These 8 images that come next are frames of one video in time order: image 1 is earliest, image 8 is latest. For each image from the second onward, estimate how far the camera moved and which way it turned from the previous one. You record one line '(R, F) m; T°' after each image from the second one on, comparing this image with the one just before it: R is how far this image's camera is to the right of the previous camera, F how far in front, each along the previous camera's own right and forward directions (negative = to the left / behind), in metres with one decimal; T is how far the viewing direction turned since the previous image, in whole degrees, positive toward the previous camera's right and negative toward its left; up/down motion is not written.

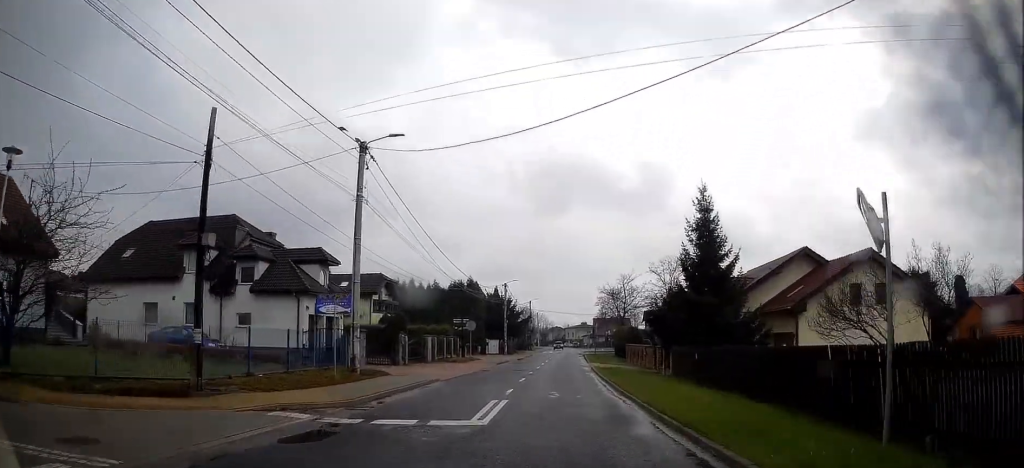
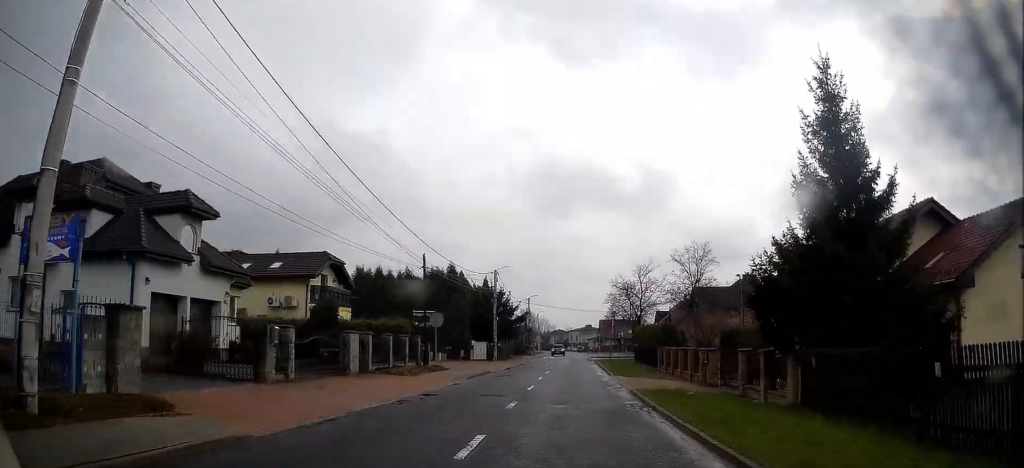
(+0.1, +15.2) m; 0°
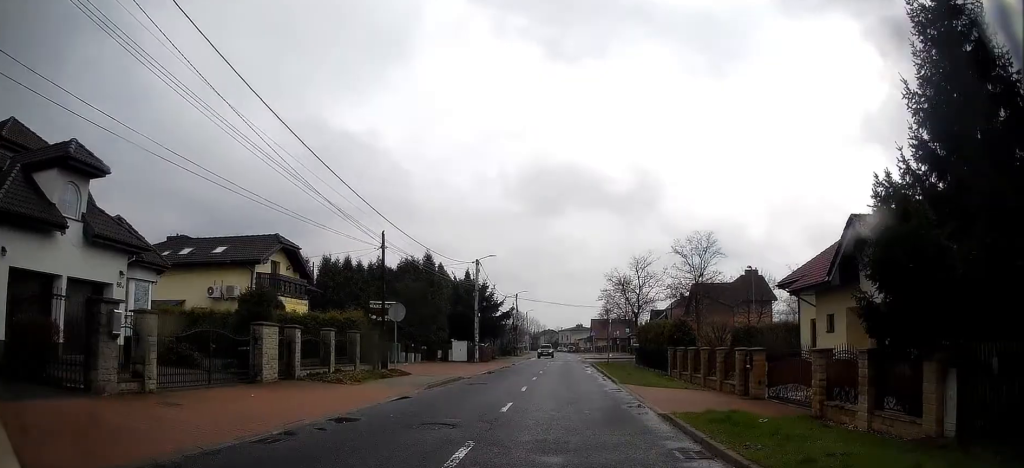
(-0.1, +6.7) m; 0°
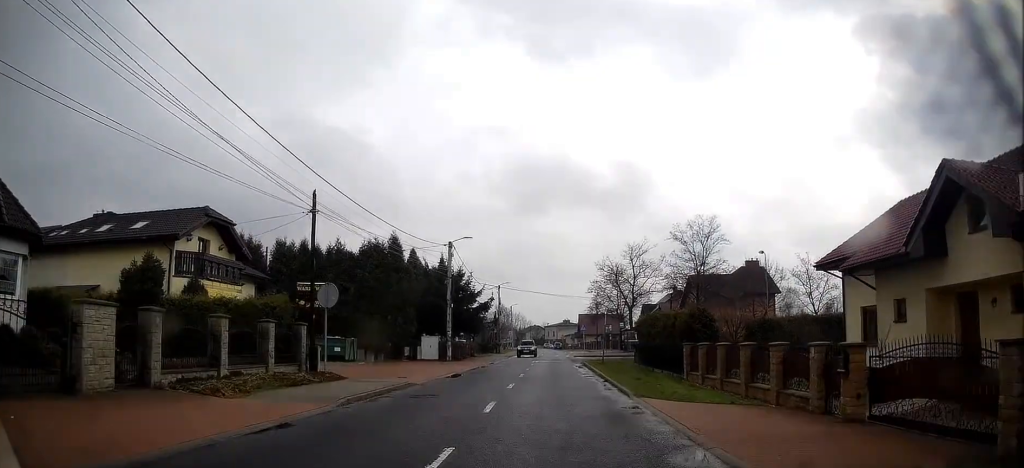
(-0.1, +7.0) m; +1°
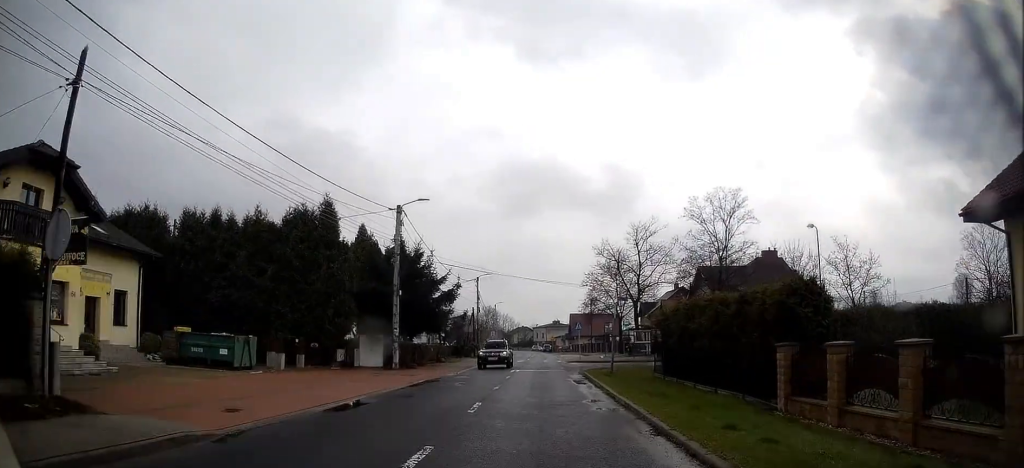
(+0.3, +12.1) m; +1°
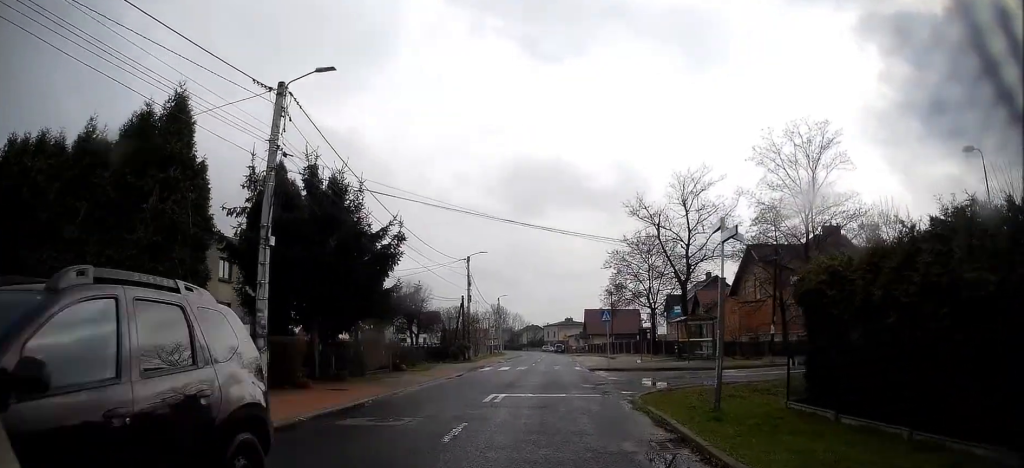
(-0.2, +17.7) m; 0°
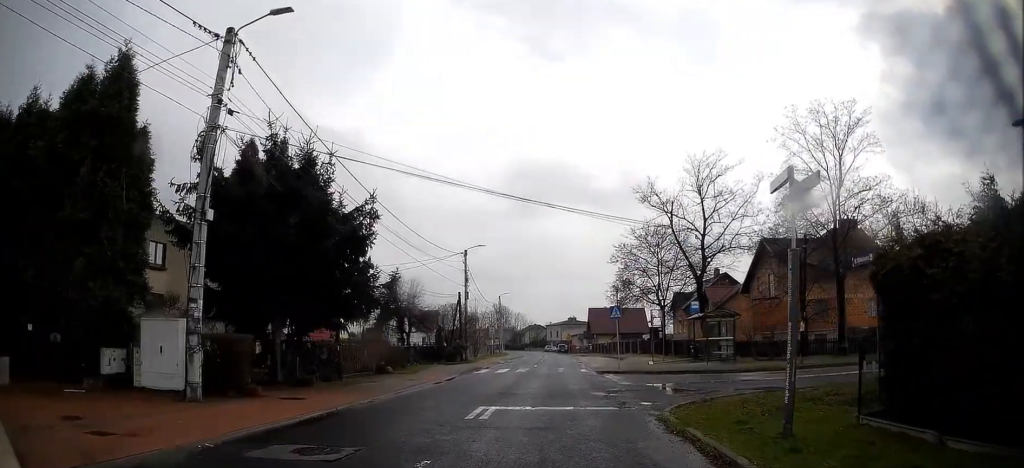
(+0.1, +4.1) m; +1°
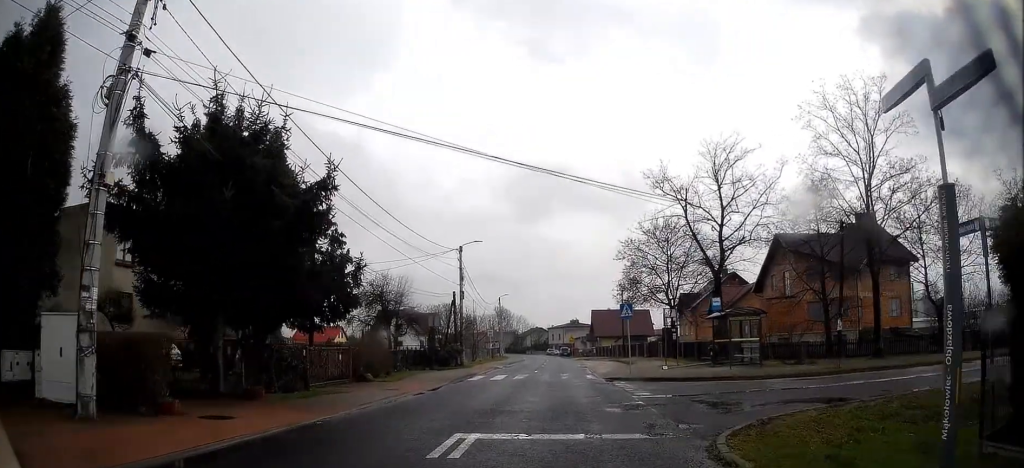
(0.0, +4.6) m; +1°
